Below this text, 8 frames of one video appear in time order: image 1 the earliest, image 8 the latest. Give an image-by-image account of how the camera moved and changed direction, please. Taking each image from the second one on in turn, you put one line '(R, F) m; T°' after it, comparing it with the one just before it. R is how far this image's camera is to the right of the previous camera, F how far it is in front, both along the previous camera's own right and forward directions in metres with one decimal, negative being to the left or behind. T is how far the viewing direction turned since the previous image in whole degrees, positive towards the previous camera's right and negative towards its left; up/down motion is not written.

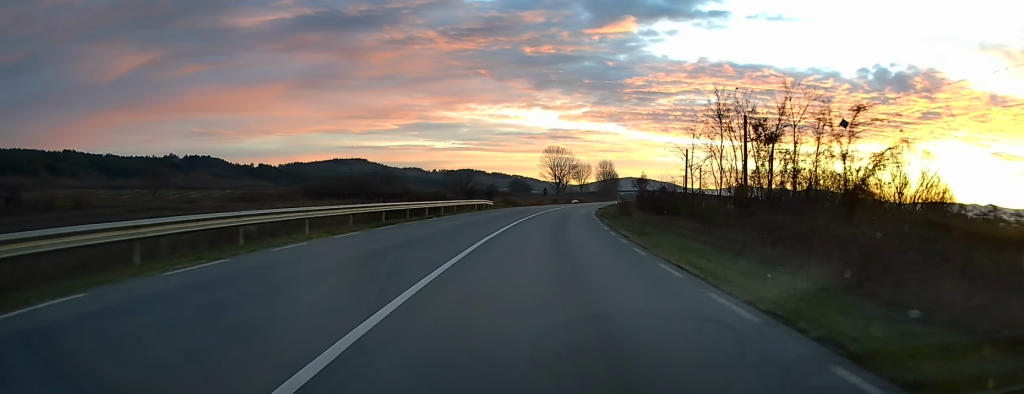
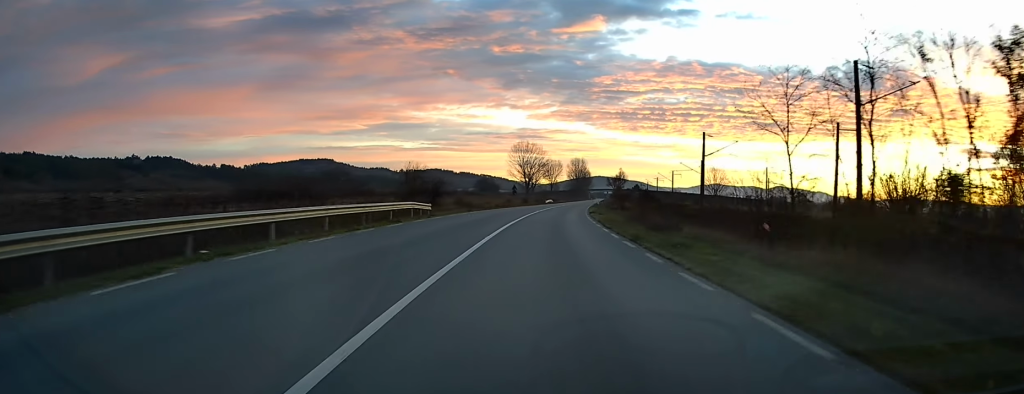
(+0.5, +22.1) m; +2°
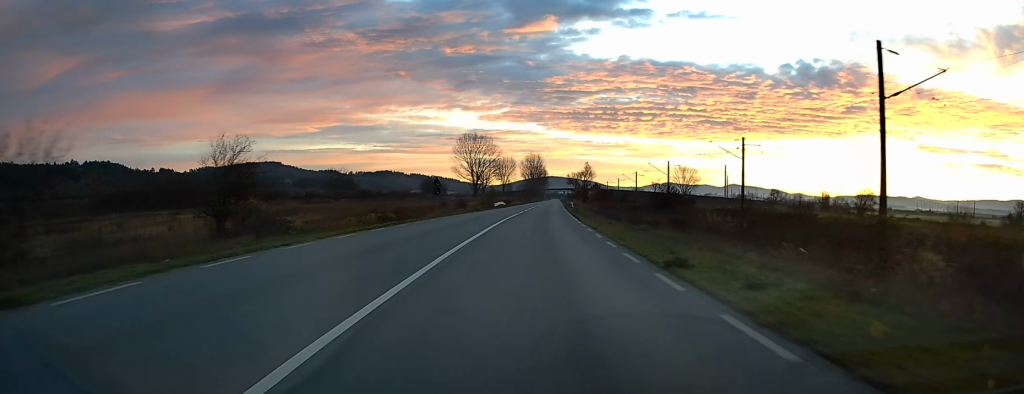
(+1.4, +40.6) m; +4°
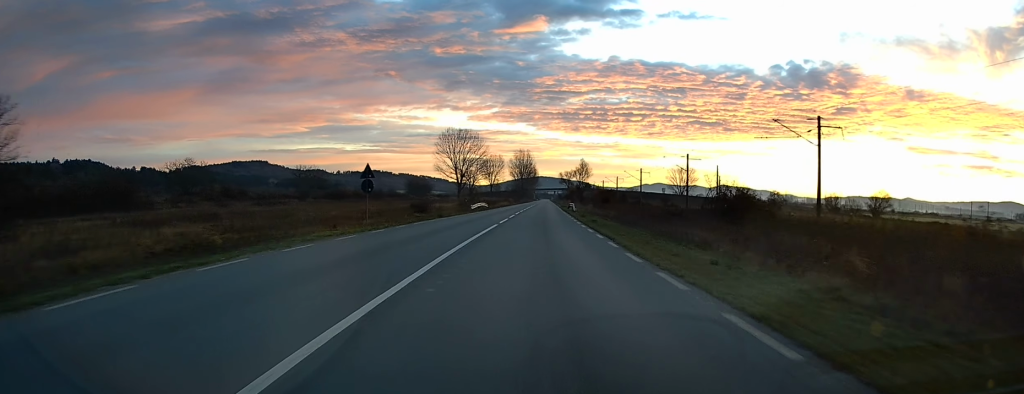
(+0.3, +20.2) m; +1°
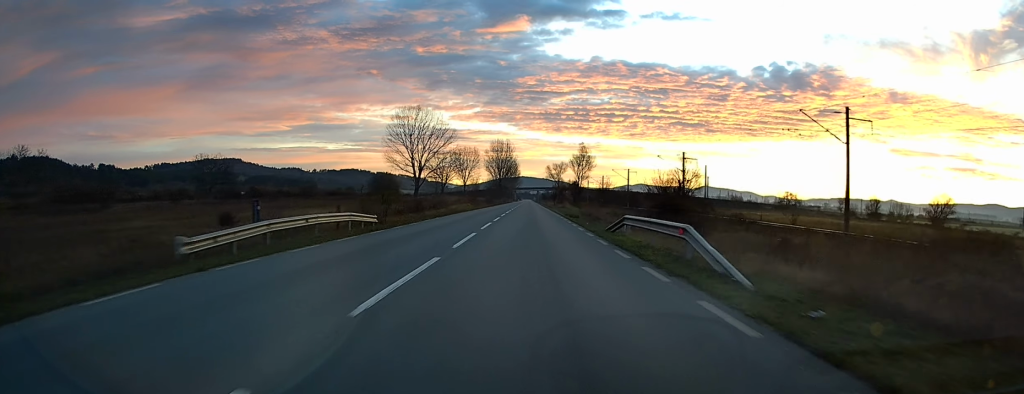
(+0.2, +51.7) m; 0°
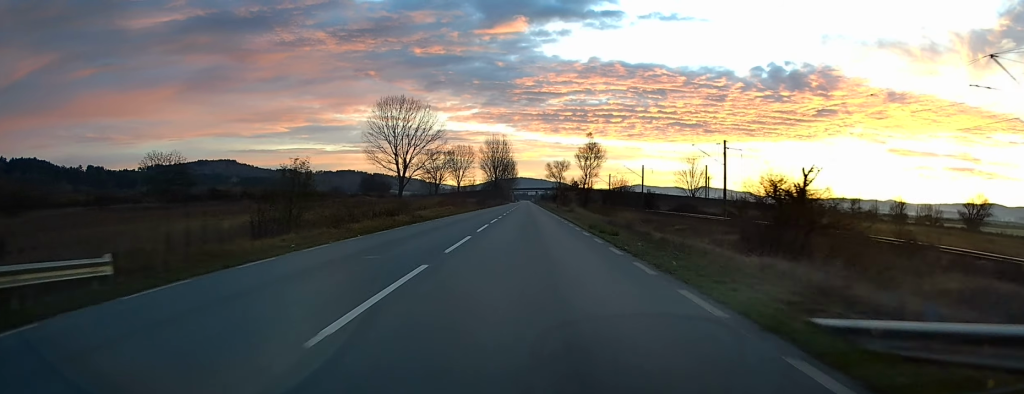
(+0.2, +19.2) m; 0°
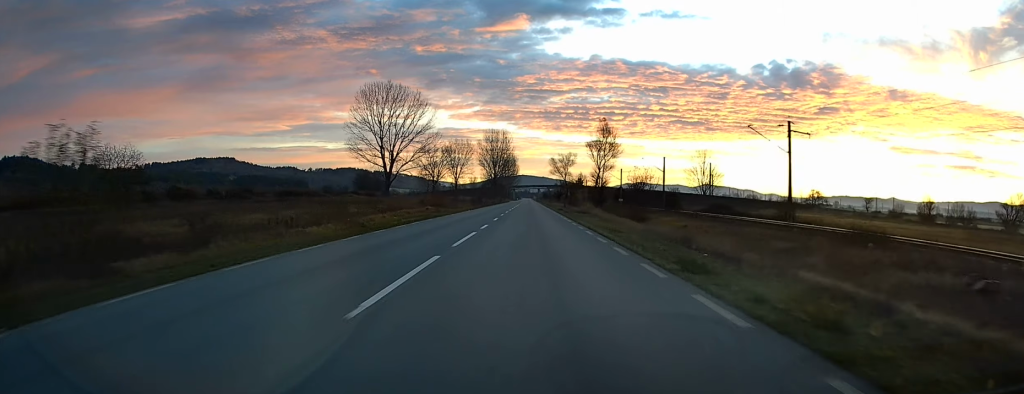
(+0.1, +16.9) m; -1°
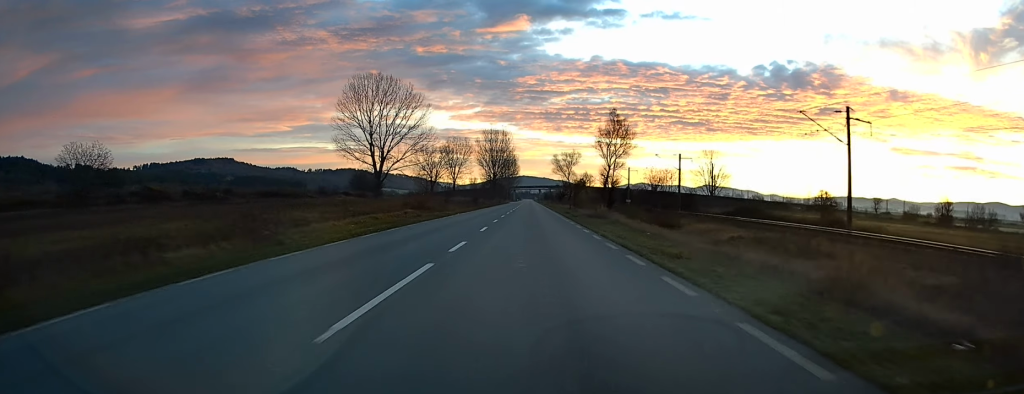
(-0.2, +10.0) m; 0°
